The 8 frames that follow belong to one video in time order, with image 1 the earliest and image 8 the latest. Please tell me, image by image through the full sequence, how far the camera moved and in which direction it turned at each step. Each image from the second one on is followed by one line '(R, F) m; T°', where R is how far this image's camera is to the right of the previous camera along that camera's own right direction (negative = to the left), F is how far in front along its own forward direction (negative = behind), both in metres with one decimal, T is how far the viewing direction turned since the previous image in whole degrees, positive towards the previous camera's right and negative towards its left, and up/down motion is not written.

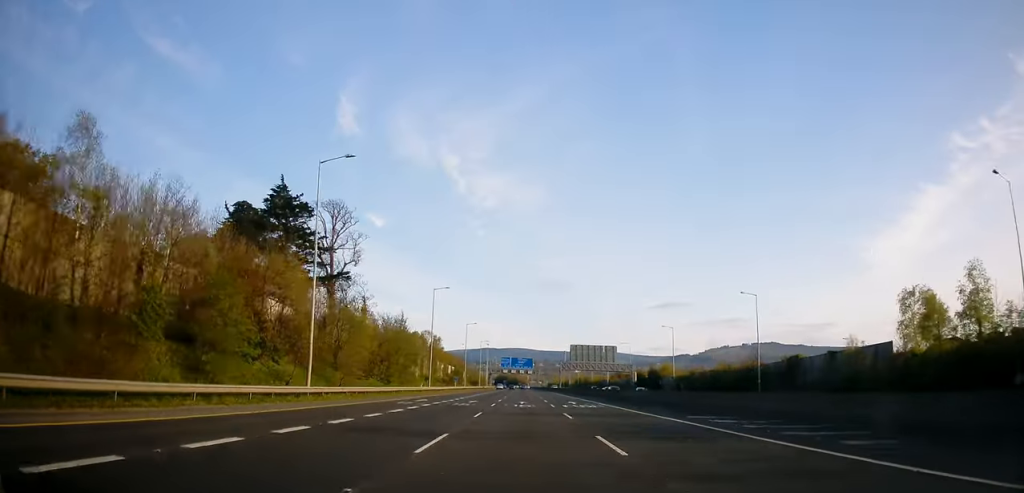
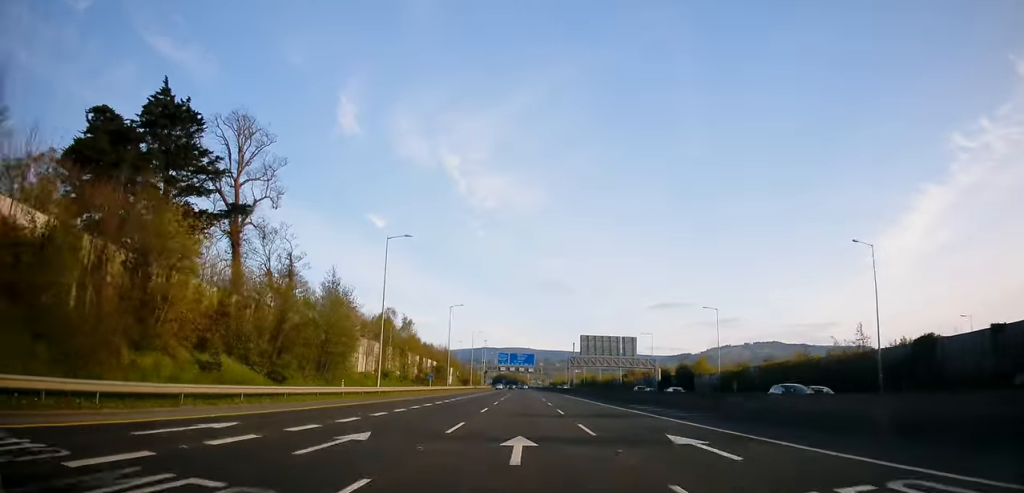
(-0.1, +30.6) m; 0°
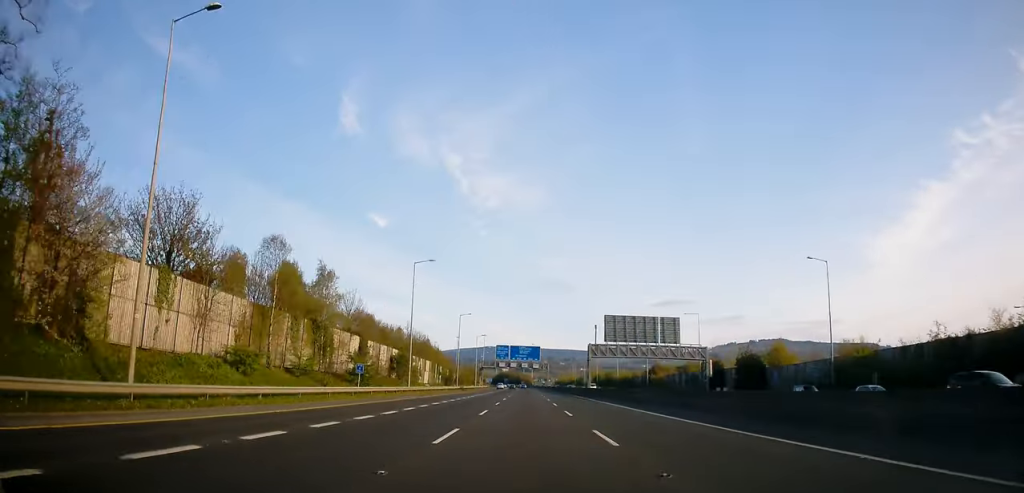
(+0.2, +38.1) m; 0°
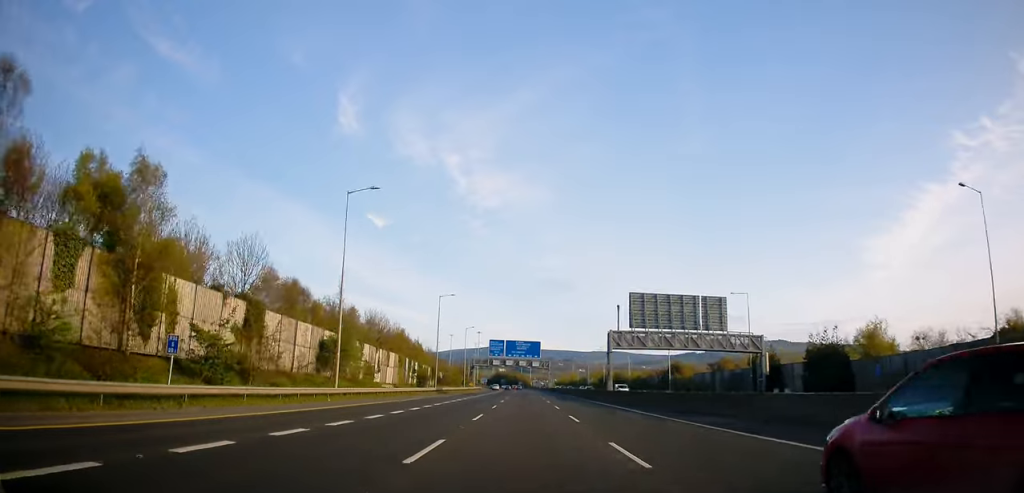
(-0.2, +26.7) m; 0°
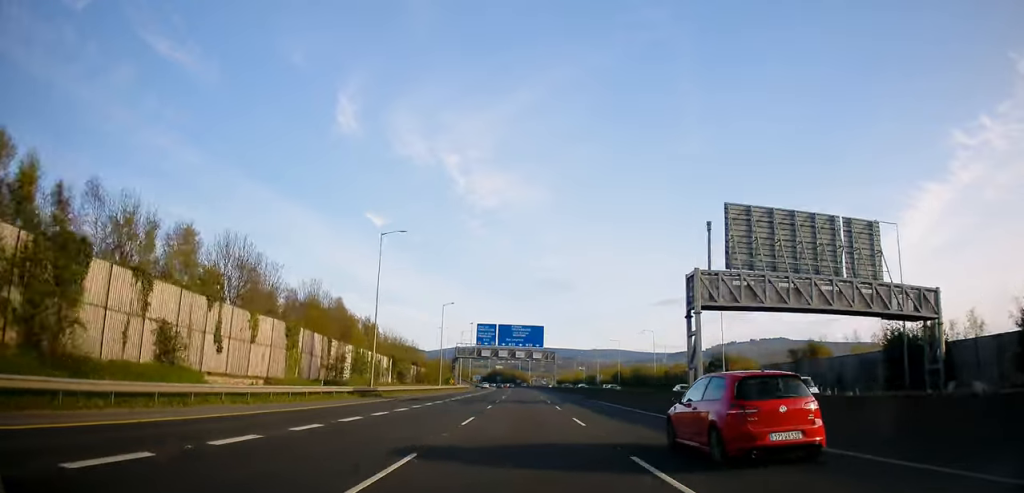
(+0.1, +38.1) m; 0°
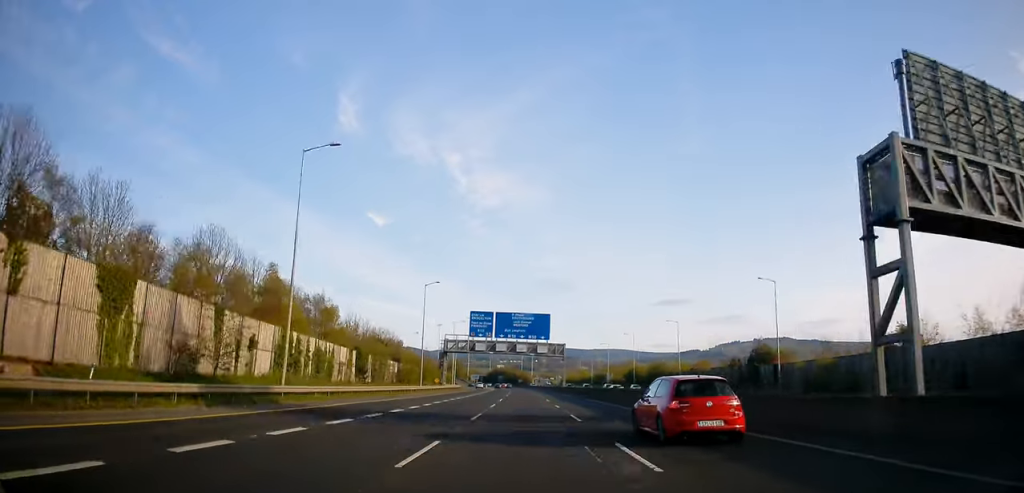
(0.0, +21.7) m; 0°
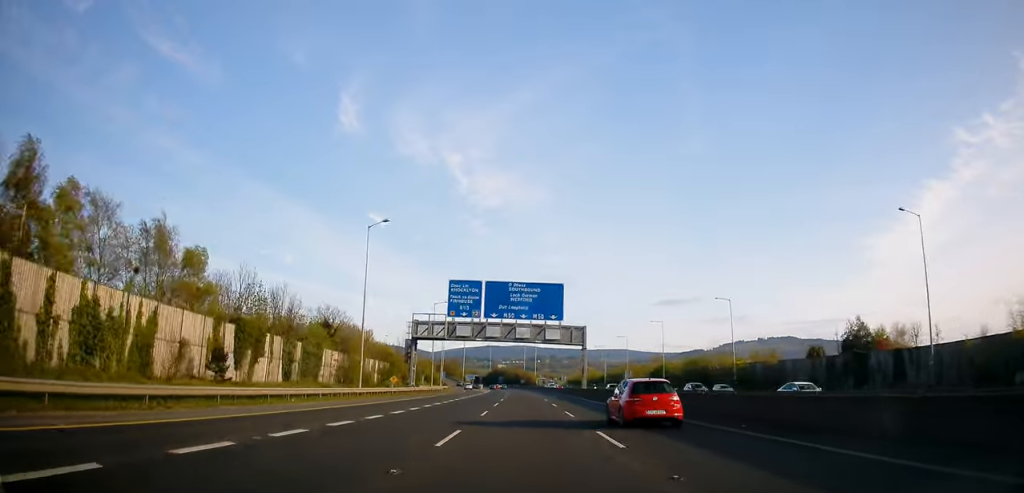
(-0.1, +32.0) m; 0°
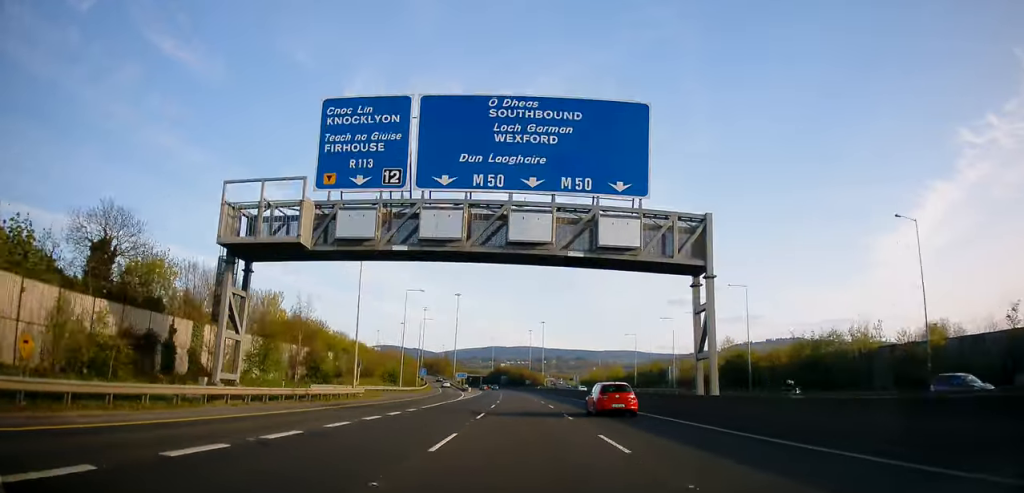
(-0.3, +47.2) m; -1°
